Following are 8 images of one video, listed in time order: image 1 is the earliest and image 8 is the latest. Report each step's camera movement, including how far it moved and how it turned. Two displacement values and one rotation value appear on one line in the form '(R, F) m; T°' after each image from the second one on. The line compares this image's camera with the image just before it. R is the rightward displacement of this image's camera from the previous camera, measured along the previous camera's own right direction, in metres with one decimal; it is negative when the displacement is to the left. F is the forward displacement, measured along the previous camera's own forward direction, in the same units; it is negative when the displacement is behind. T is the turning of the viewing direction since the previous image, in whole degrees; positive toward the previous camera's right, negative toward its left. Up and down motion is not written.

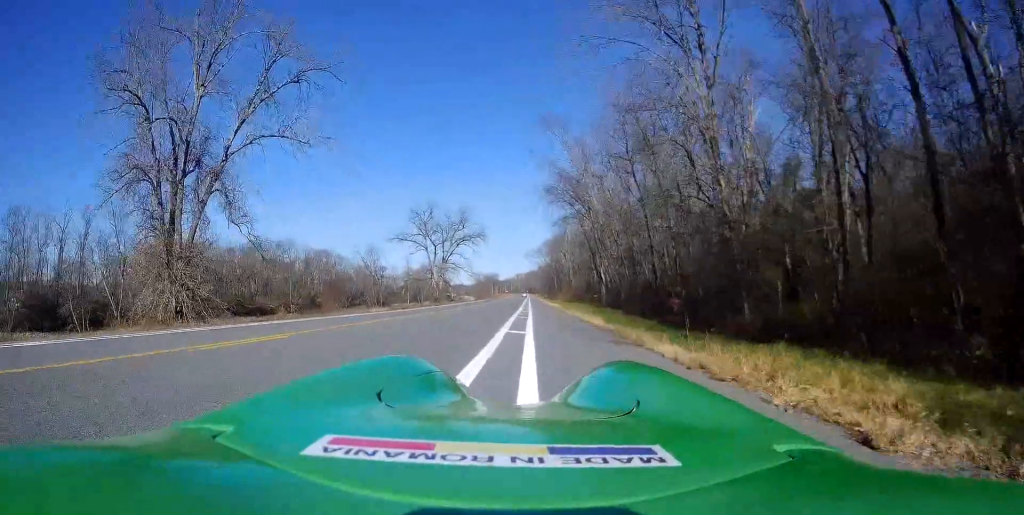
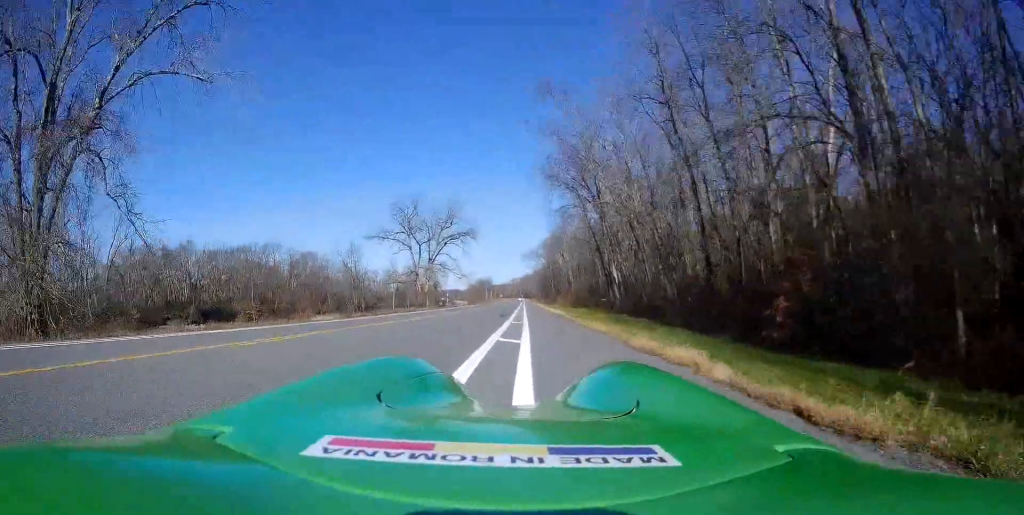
(+0.4, +11.2) m; +1°
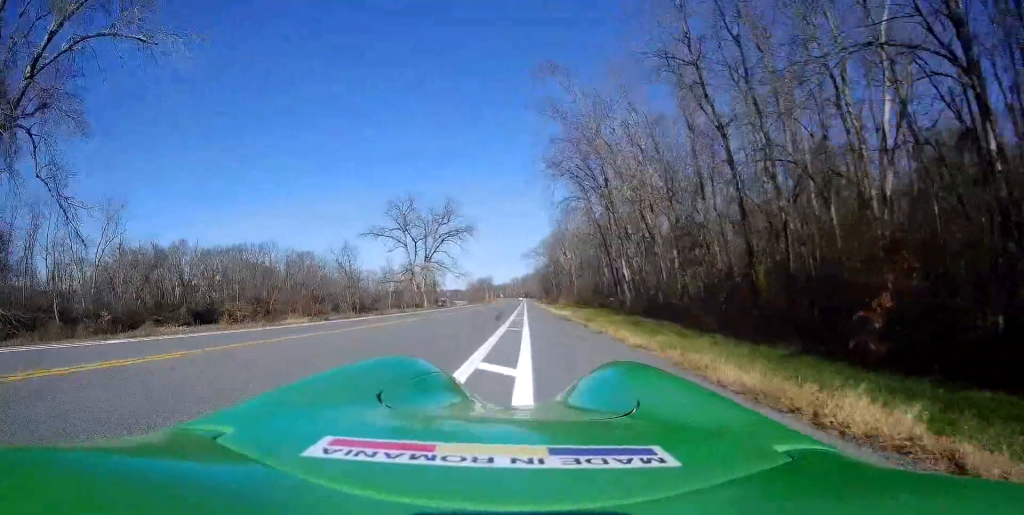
(-0.2, +4.4) m; +1°
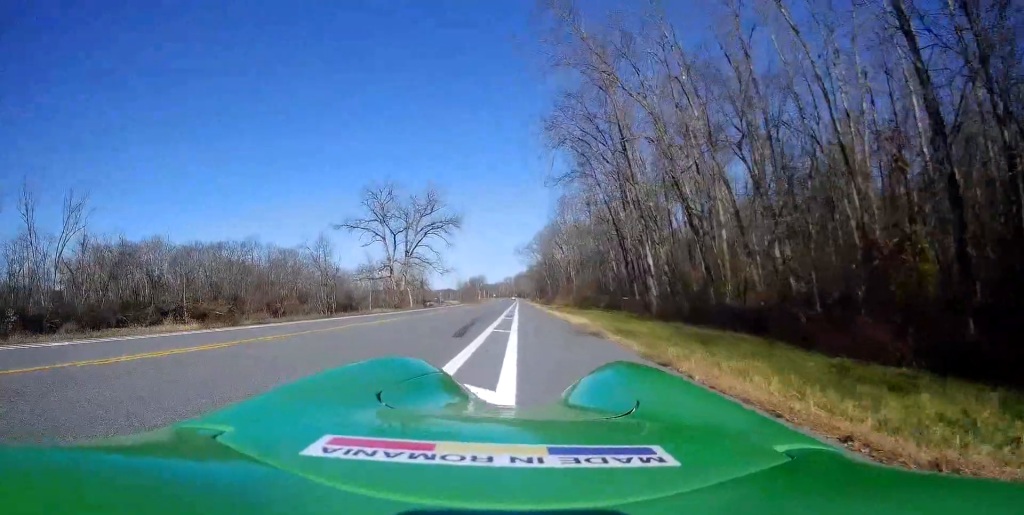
(+0.4, +10.7) m; +5°
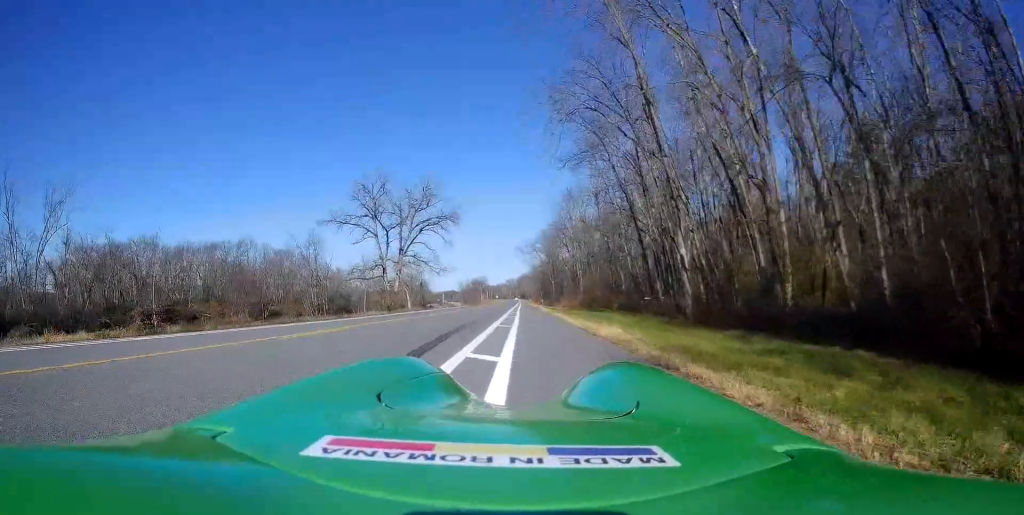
(+0.1, +6.5) m; 0°
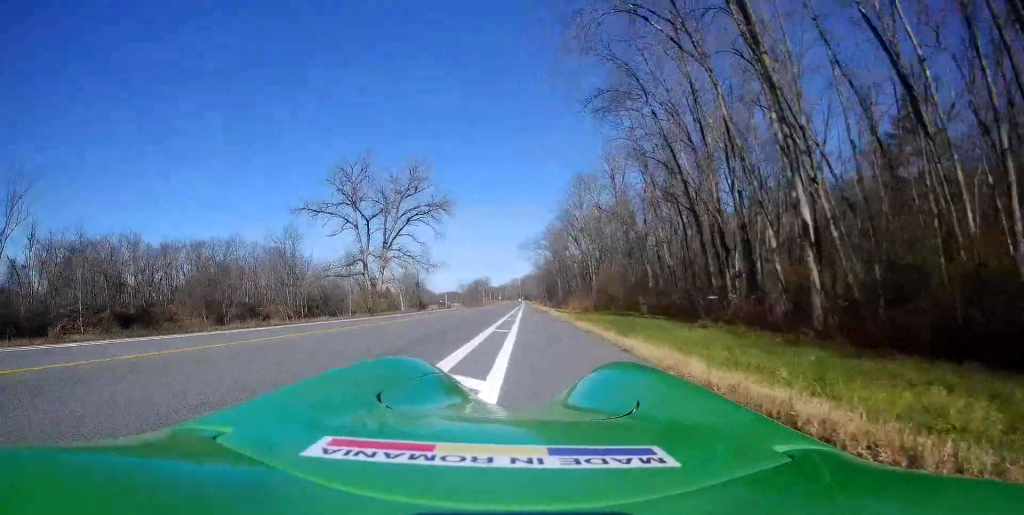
(-0.3, +11.5) m; -3°
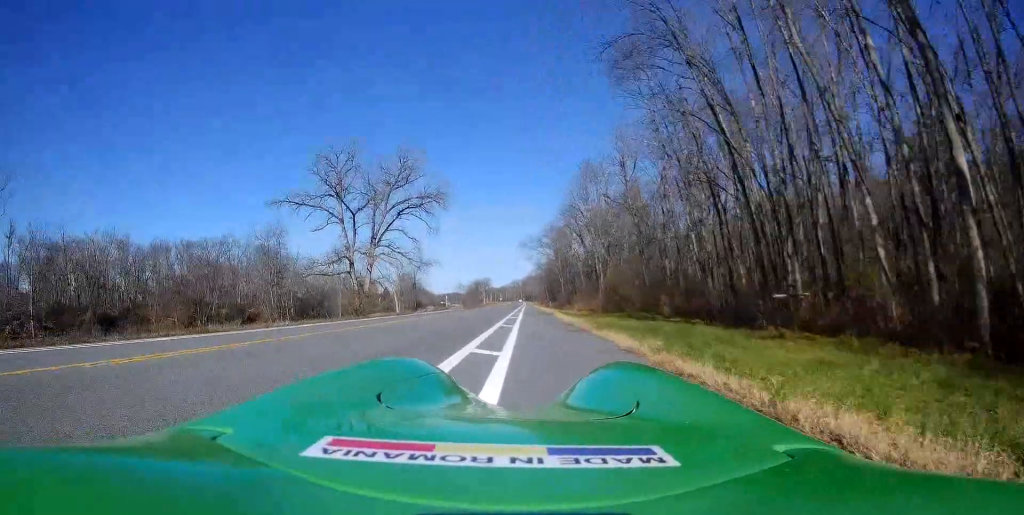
(-0.1, +6.2) m; -1°
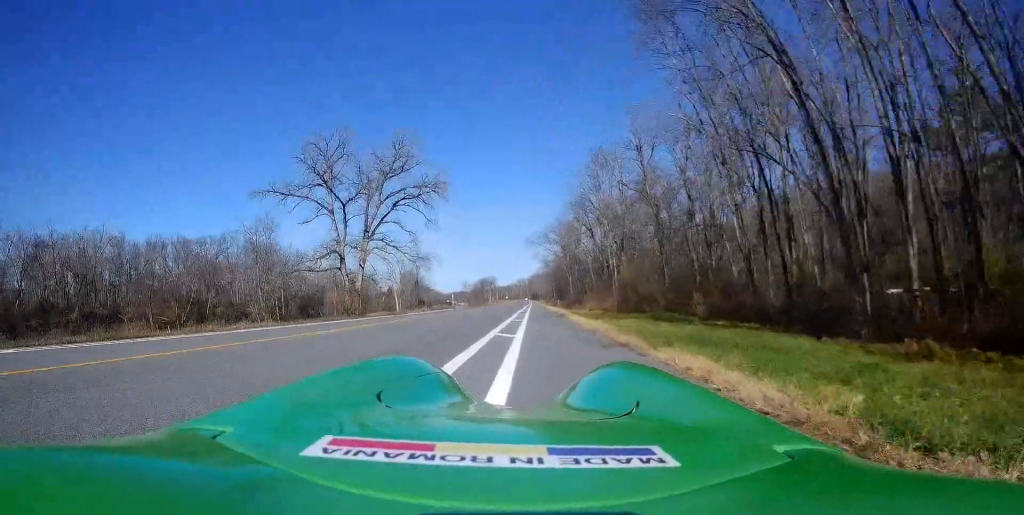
(0.0, +5.8) m; 0°
